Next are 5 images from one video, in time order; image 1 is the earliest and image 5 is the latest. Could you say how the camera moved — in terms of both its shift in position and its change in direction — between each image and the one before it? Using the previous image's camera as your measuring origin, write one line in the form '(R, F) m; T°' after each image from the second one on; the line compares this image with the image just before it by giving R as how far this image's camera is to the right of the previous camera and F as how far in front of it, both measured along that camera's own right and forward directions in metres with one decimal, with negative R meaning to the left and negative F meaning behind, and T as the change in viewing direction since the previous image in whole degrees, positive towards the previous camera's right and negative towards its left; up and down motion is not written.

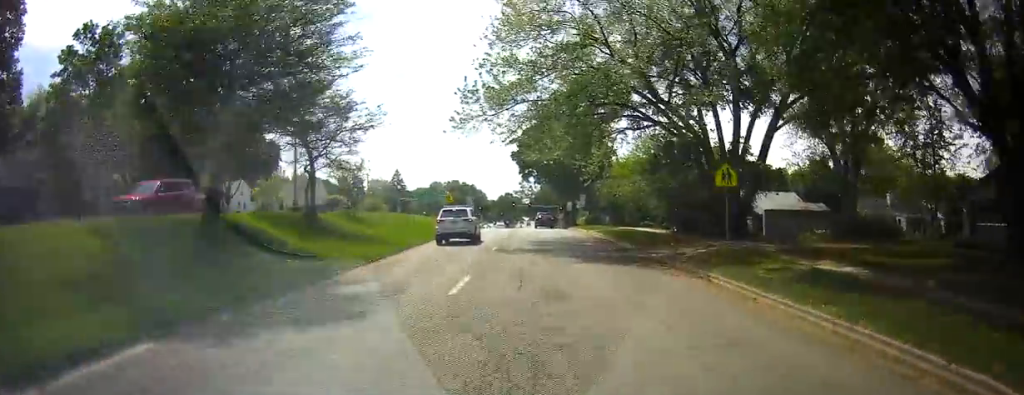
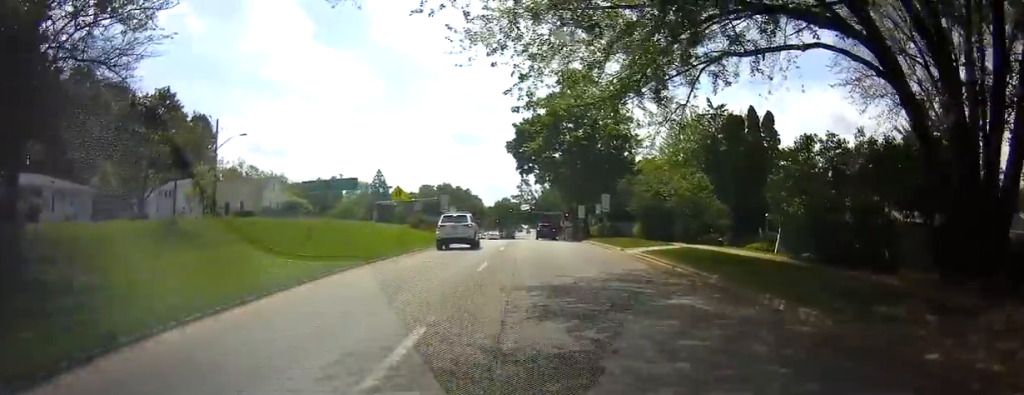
(0.0, +18.8) m; 0°
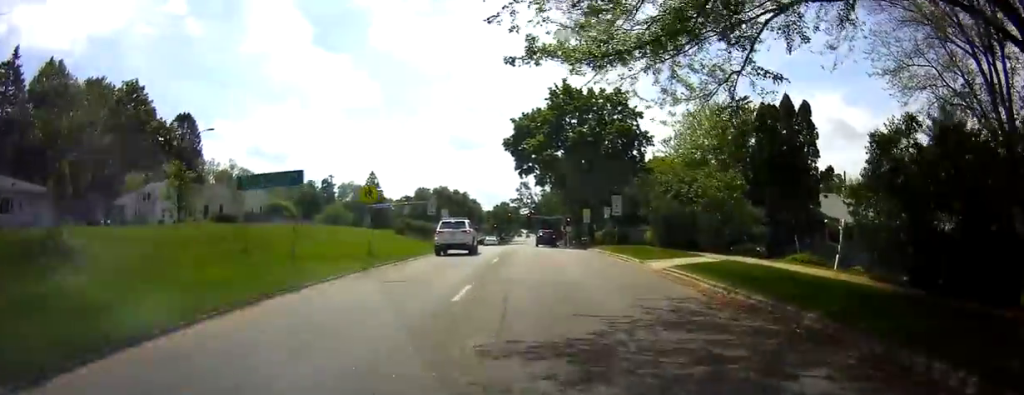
(0.0, +5.8) m; 0°
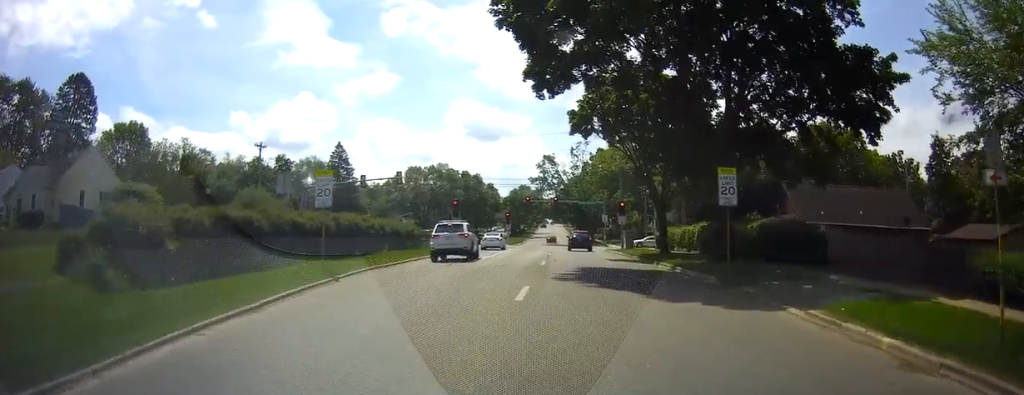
(0.0, +35.6) m; -4°
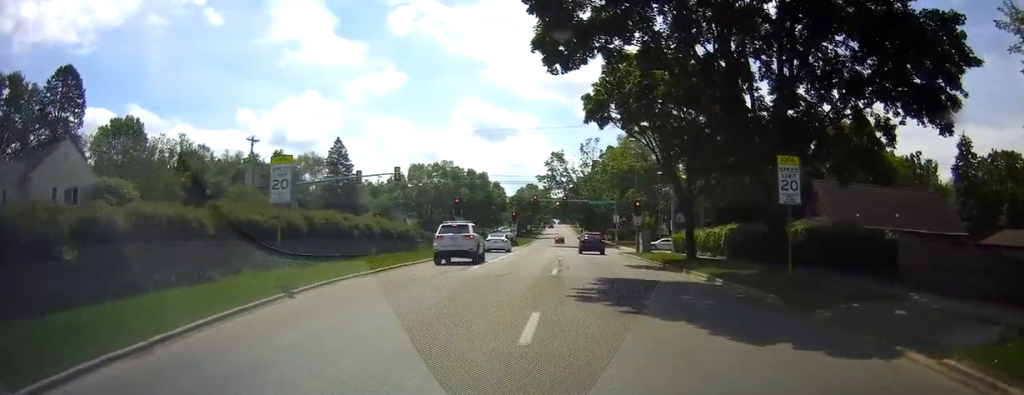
(-0.2, +4.0) m; -1°
